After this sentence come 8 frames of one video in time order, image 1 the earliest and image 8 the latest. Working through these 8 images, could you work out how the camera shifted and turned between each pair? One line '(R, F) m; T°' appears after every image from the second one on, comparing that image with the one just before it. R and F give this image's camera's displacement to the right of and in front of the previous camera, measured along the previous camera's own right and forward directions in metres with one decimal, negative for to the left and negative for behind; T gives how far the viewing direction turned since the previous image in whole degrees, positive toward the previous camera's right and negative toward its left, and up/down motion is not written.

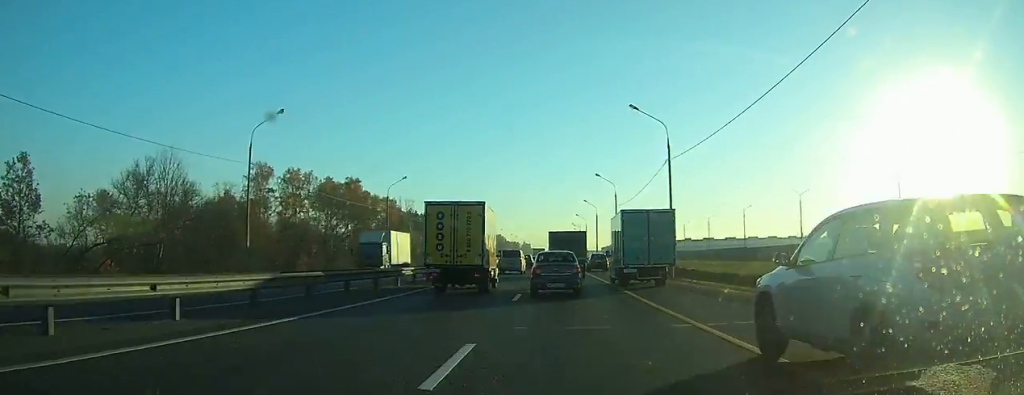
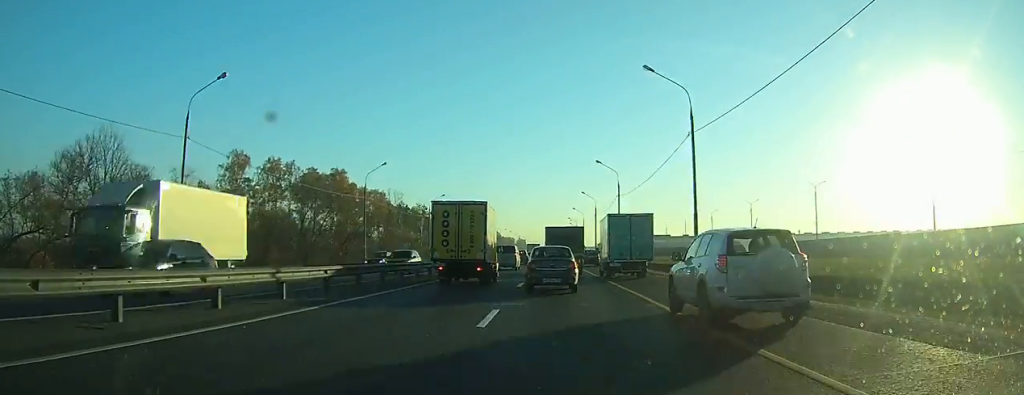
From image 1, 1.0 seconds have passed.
(0.0, +6.9) m; 0°
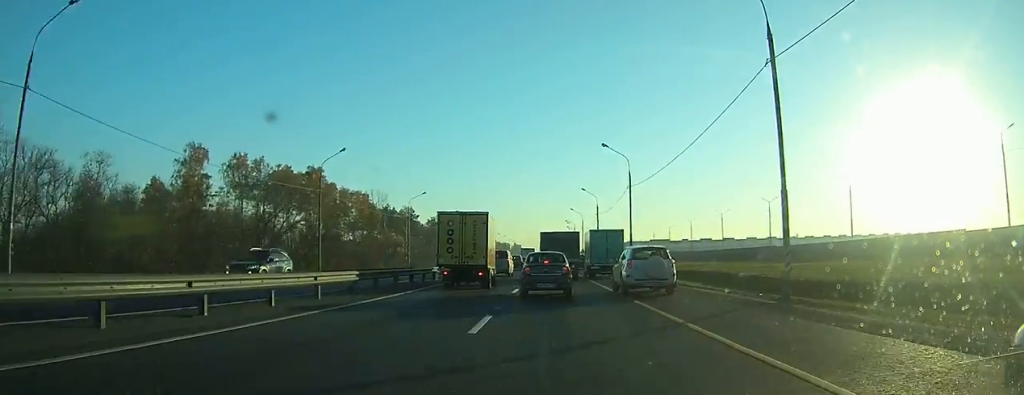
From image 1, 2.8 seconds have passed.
(0.0, +12.0) m; 0°
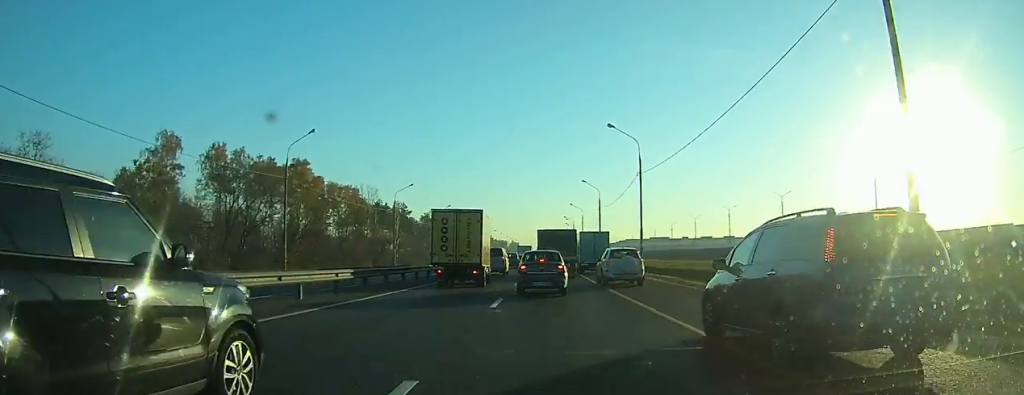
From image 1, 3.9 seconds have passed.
(0.0, +6.9) m; 0°
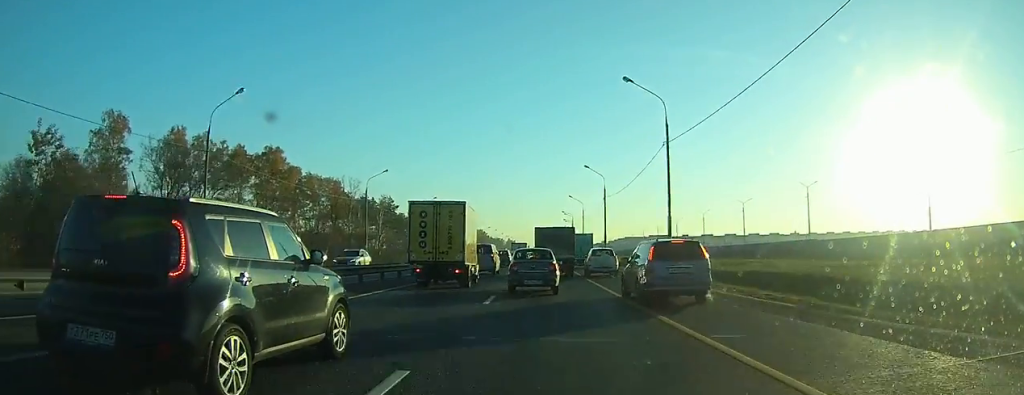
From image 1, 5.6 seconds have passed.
(+0.1, +11.6) m; +1°
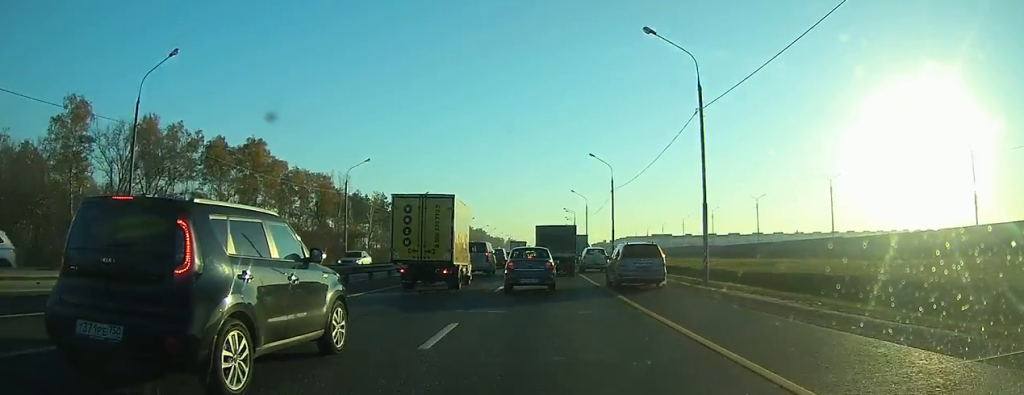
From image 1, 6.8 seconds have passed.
(+0.1, +7.6) m; 0°
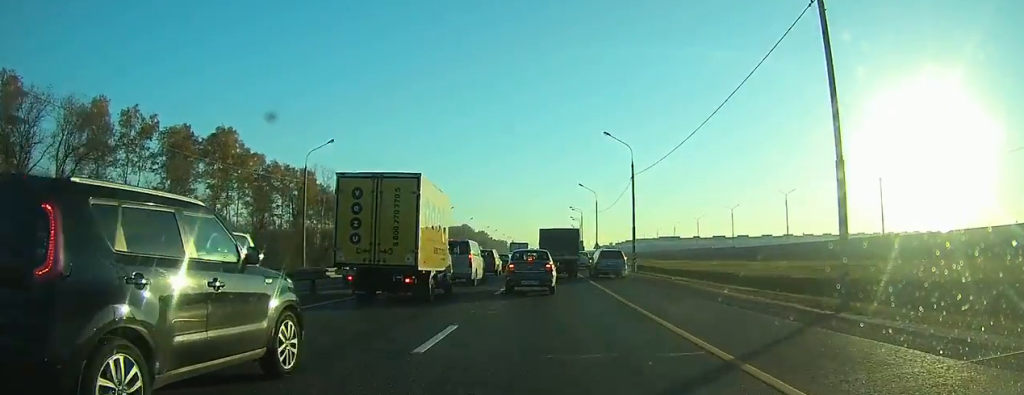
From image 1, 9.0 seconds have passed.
(0.0, +13.2) m; 0°
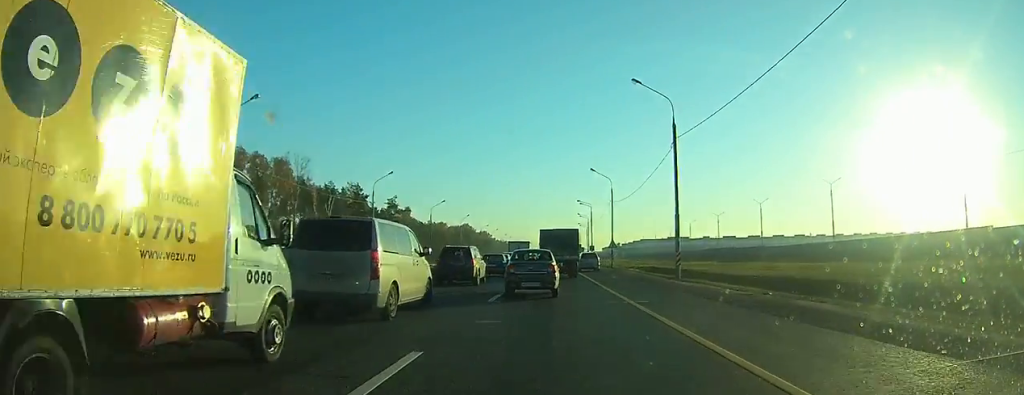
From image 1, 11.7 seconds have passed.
(-0.1, +14.5) m; -1°
